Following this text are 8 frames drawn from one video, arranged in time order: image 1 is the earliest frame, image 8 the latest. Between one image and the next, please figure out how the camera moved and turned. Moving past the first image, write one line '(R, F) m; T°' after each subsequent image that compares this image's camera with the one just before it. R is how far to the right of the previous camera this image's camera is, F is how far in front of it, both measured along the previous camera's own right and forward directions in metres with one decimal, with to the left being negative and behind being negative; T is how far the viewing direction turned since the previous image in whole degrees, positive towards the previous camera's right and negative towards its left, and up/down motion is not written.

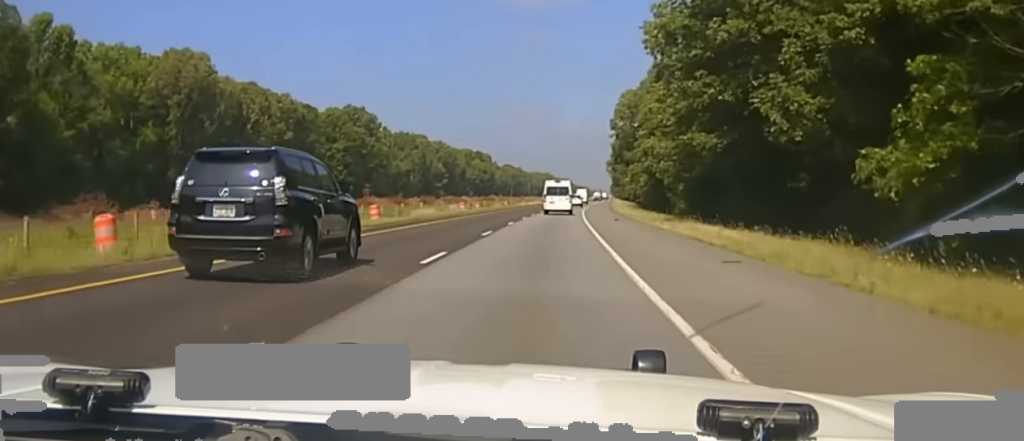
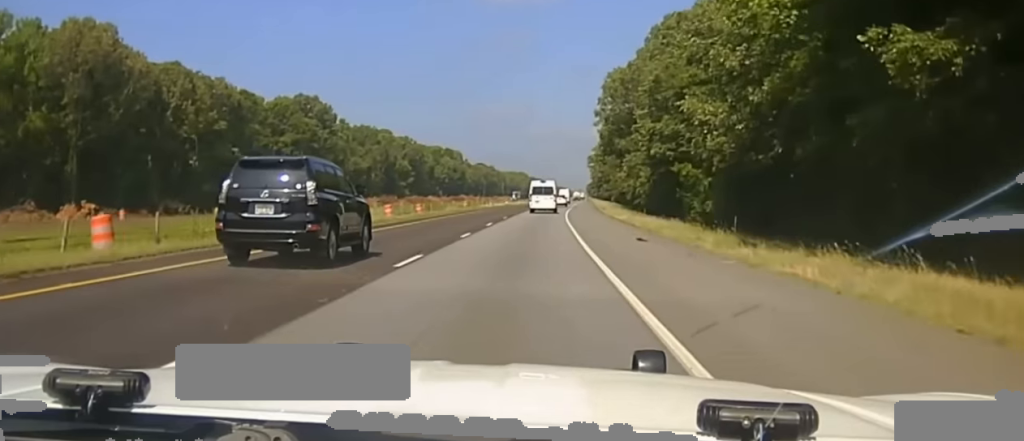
(+0.2, +19.5) m; +1°
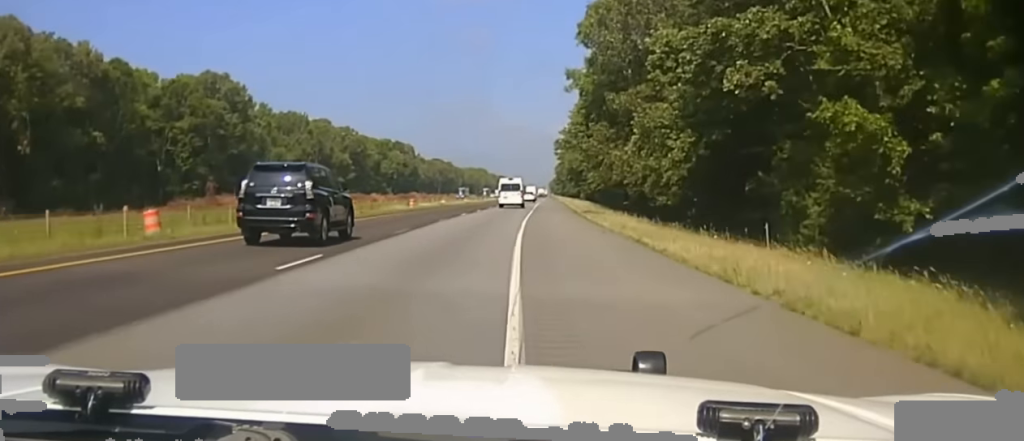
(+0.1, +28.6) m; +1°
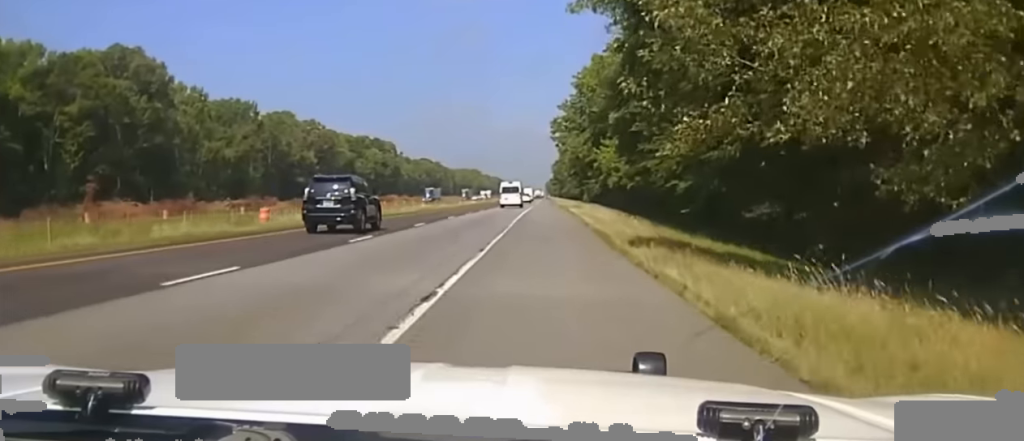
(+0.6, +32.9) m; +1°
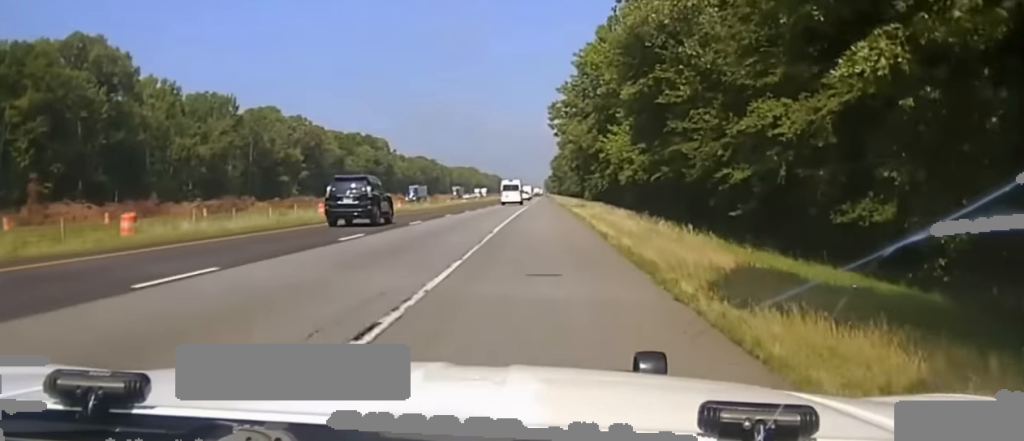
(0.0, +11.0) m; 0°
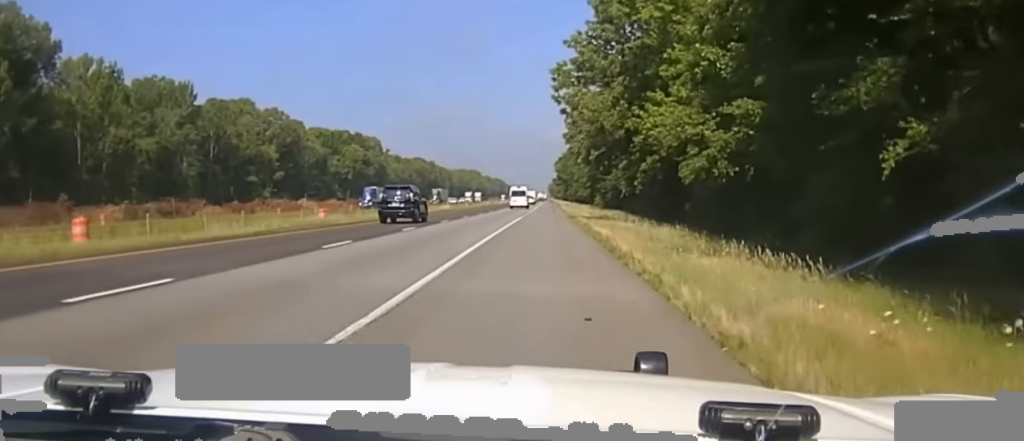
(0.0, +22.8) m; 0°
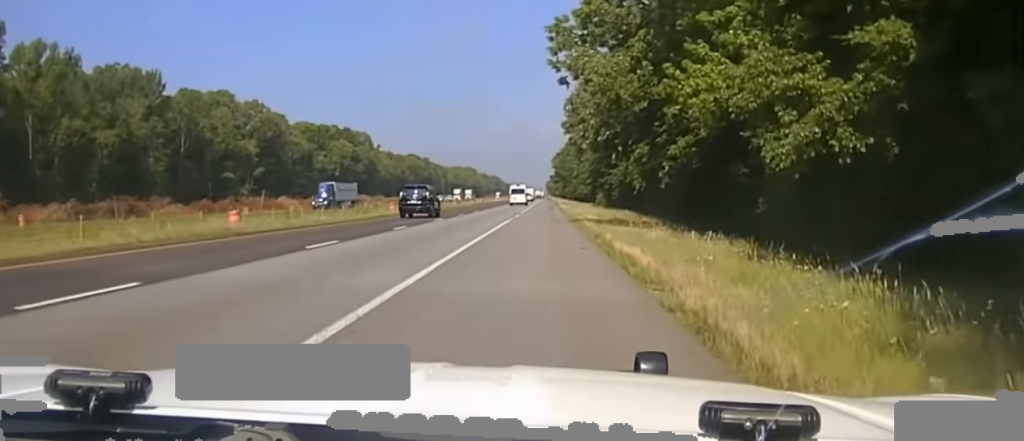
(0.0, +12.7) m; 0°
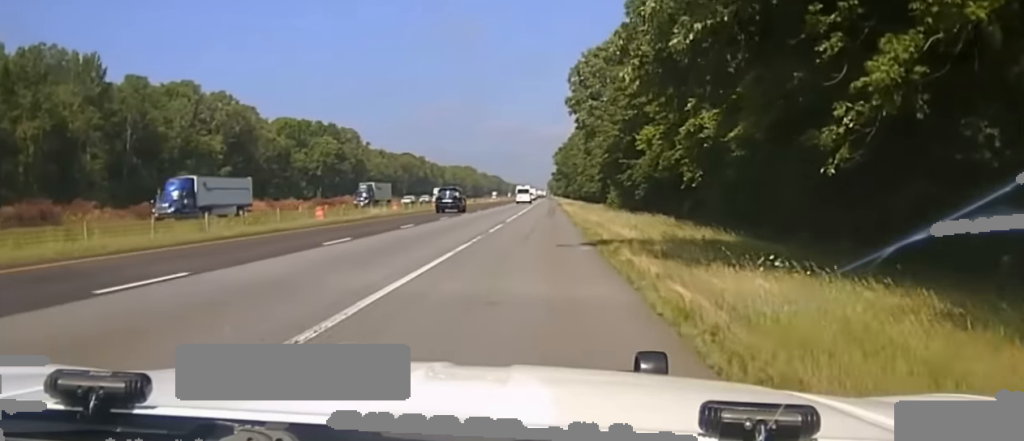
(0.0, +22.9) m; 0°
